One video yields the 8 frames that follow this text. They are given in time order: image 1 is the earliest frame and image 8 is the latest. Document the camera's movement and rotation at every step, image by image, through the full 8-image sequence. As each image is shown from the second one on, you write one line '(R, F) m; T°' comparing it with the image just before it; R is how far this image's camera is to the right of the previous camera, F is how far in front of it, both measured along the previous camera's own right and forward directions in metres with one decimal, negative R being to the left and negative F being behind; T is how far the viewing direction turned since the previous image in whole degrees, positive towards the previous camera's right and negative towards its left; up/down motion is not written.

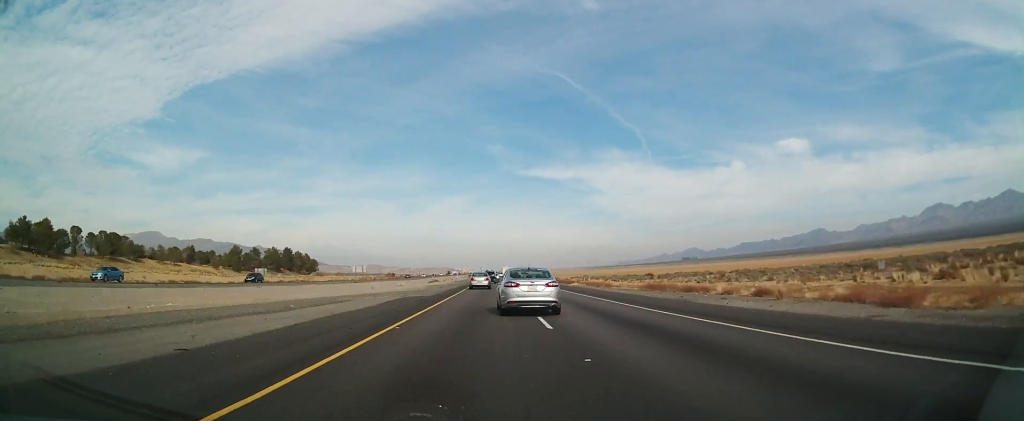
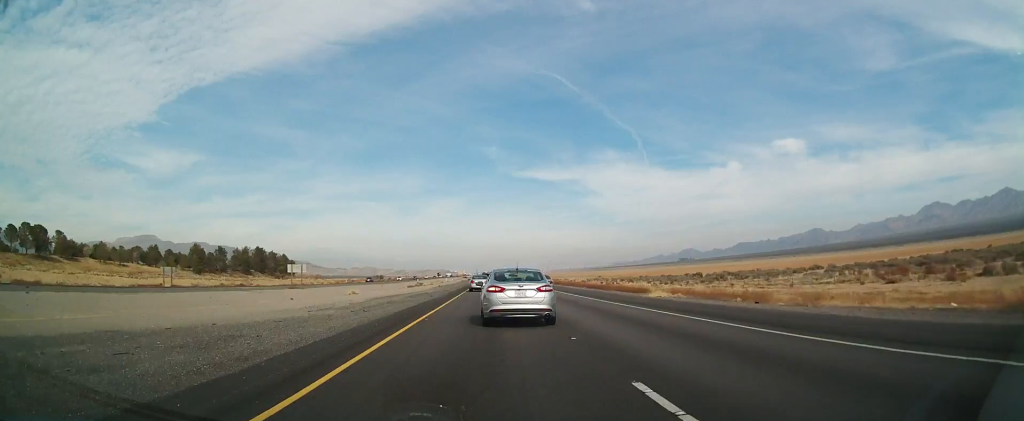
(+0.2, +41.3) m; 0°
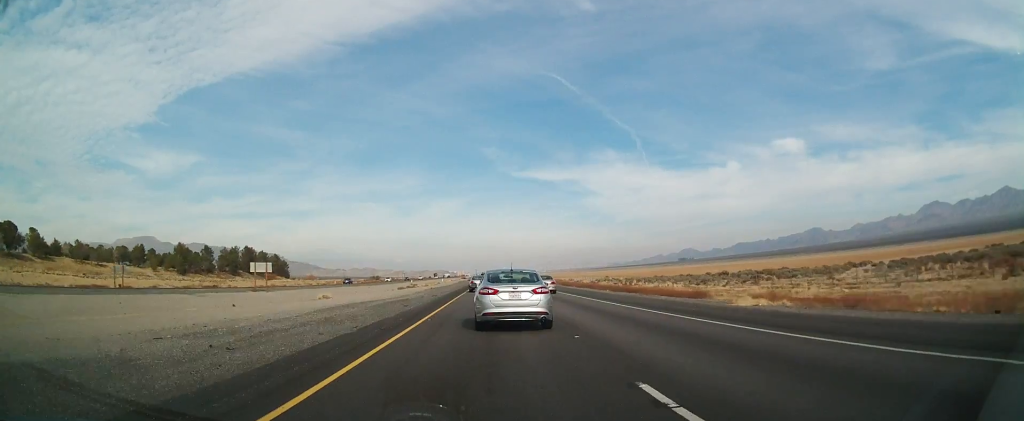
(0.0, +14.7) m; 0°
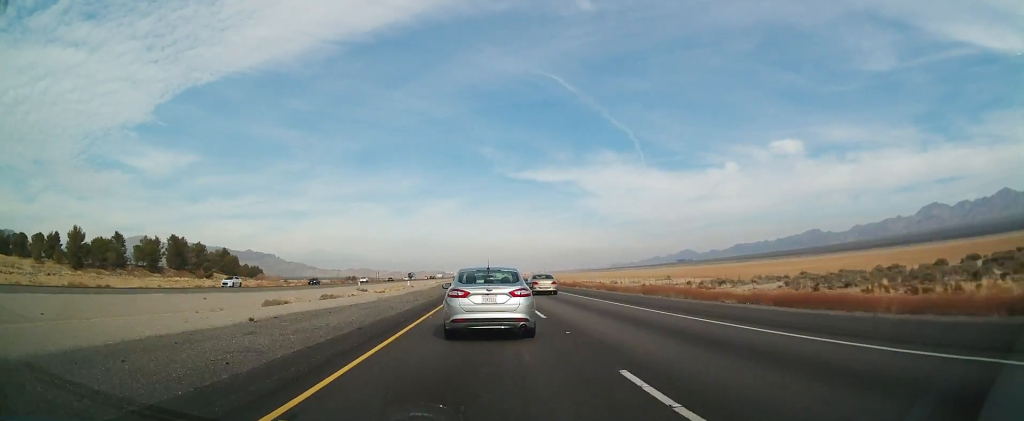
(+0.2, +73.8) m; +1°
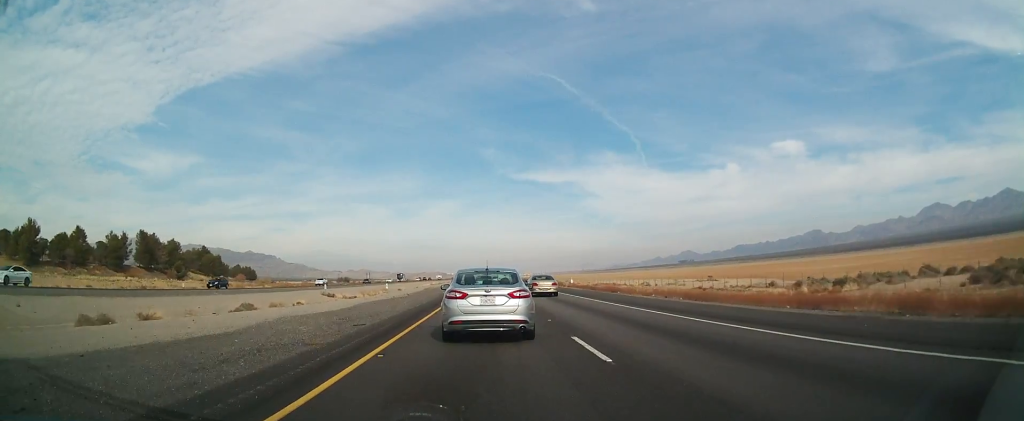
(+0.1, +24.7) m; 0°
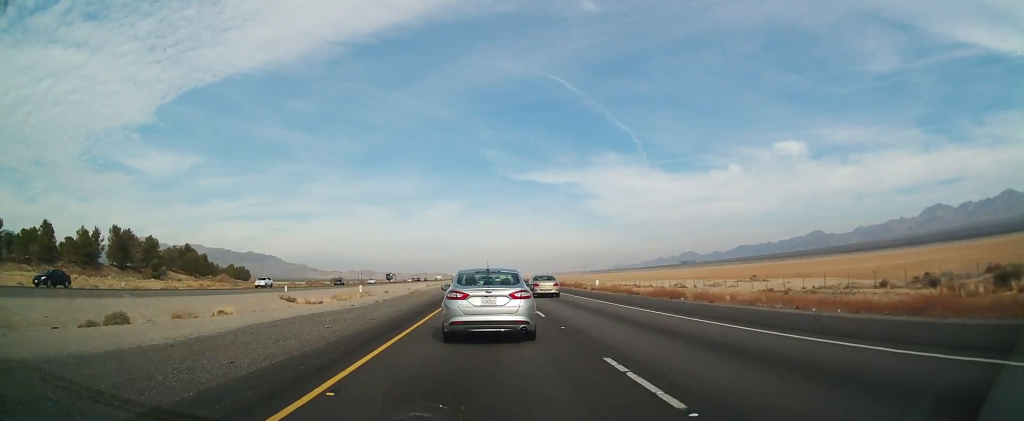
(0.0, +18.2) m; 0°
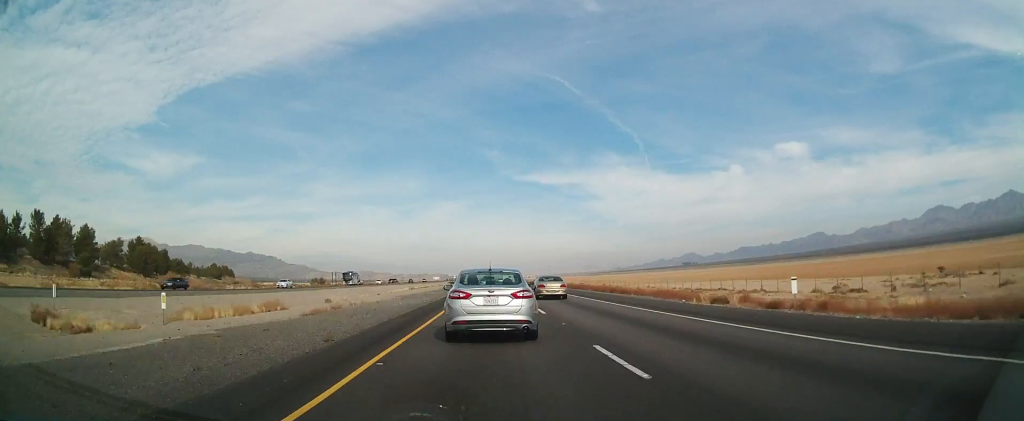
(-0.3, +41.5) m; -1°
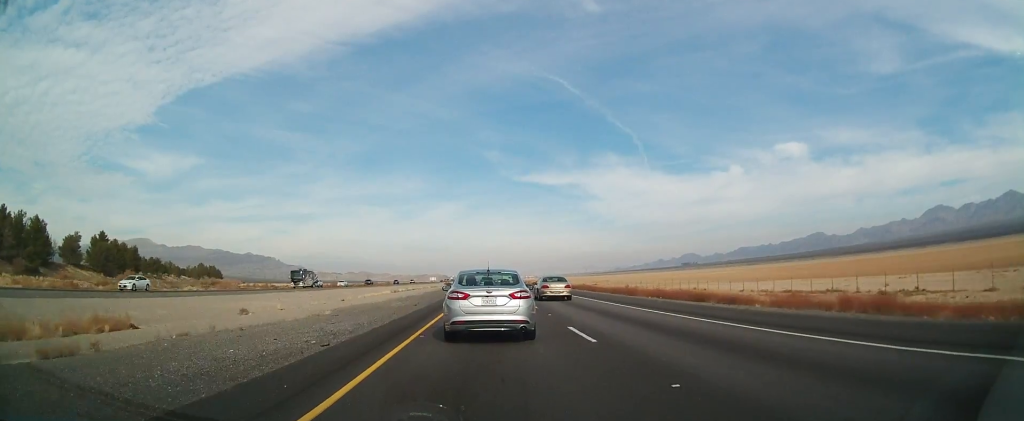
(-0.2, +24.3) m; 0°
